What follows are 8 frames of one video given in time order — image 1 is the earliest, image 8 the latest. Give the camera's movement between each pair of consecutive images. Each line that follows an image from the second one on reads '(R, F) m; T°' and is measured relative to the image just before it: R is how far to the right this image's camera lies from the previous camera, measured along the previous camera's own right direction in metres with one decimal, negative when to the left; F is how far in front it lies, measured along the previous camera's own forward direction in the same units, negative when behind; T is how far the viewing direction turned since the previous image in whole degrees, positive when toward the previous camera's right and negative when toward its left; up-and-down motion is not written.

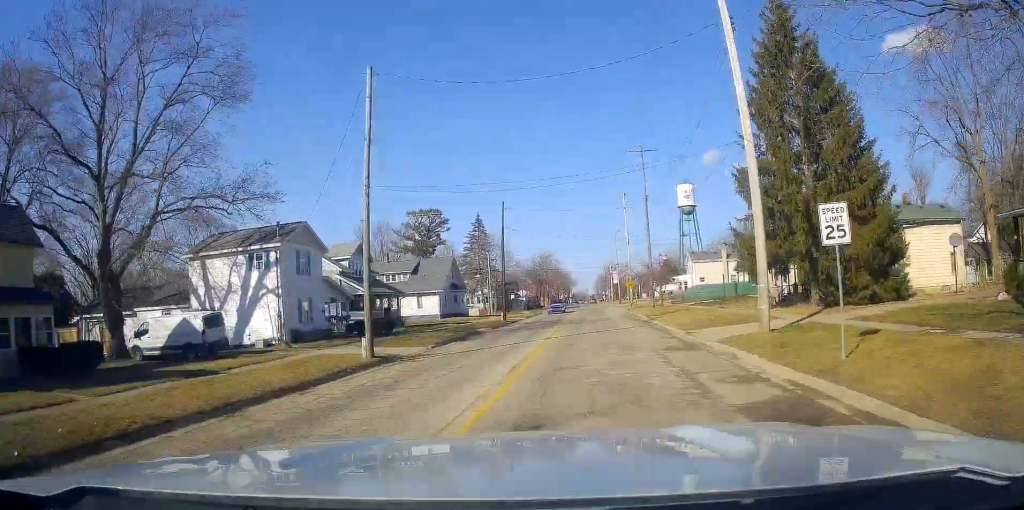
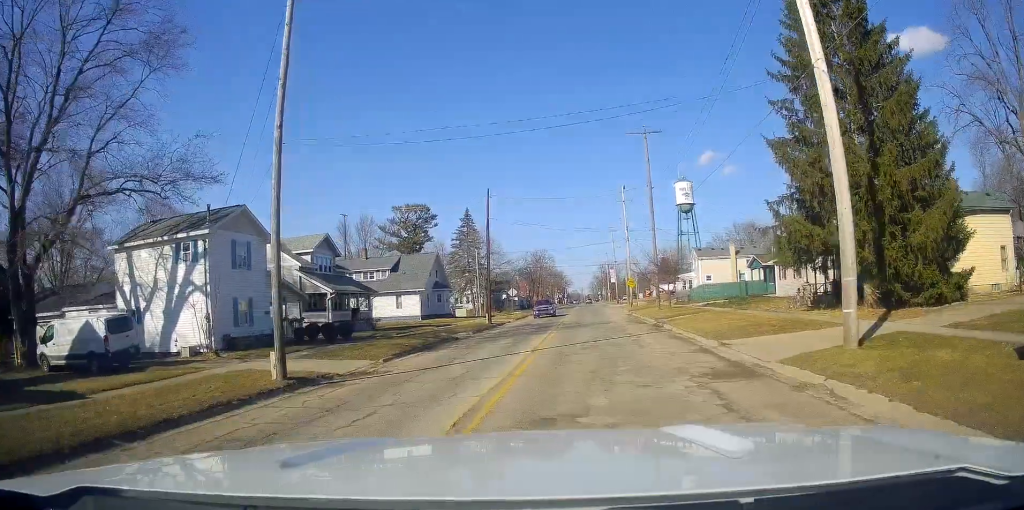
(+0.1, +6.7) m; +2°
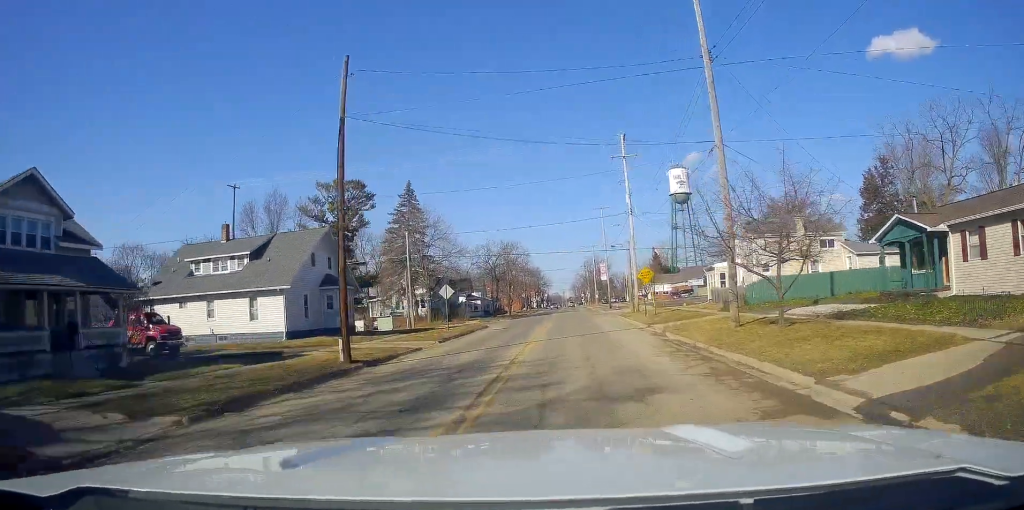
(+1.4, +27.4) m; +3°
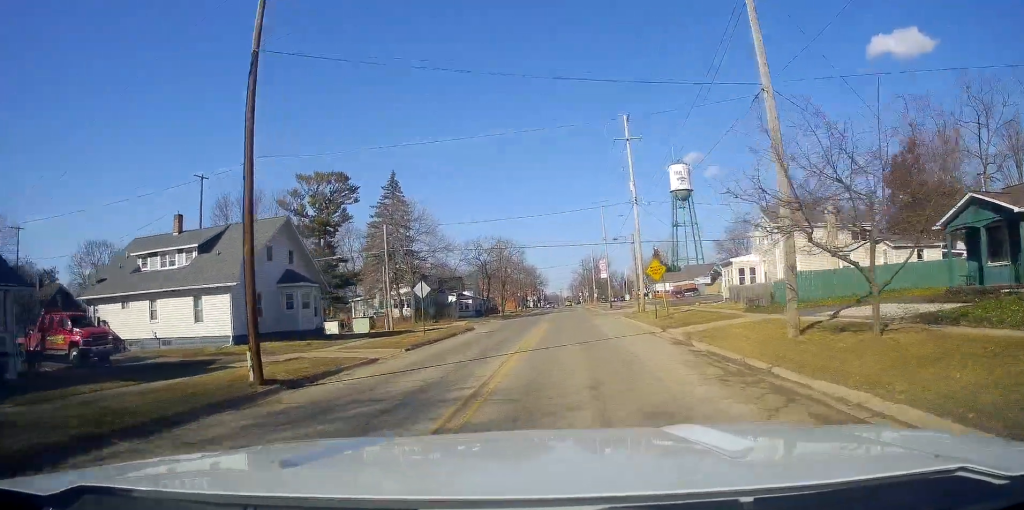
(+0.1, +6.0) m; 0°
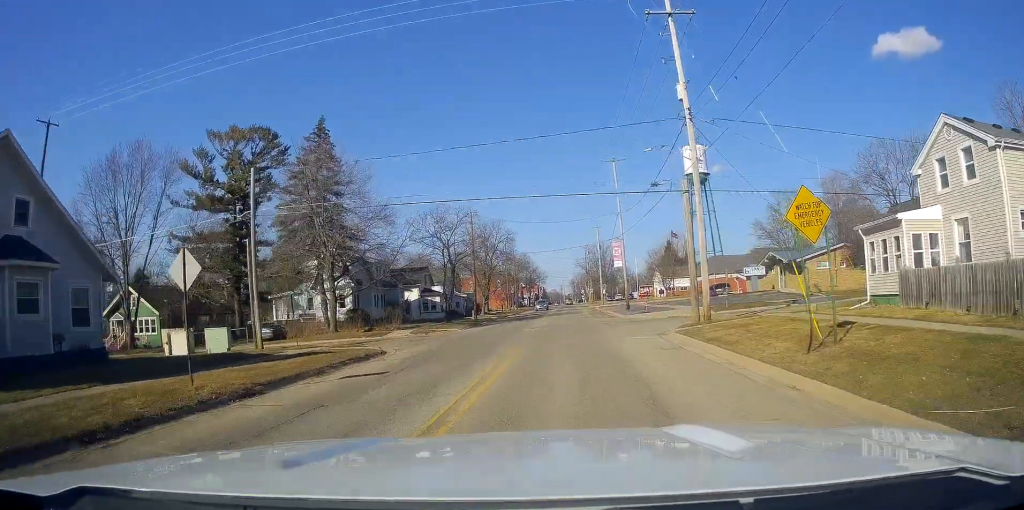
(-0.7, +22.2) m; 0°
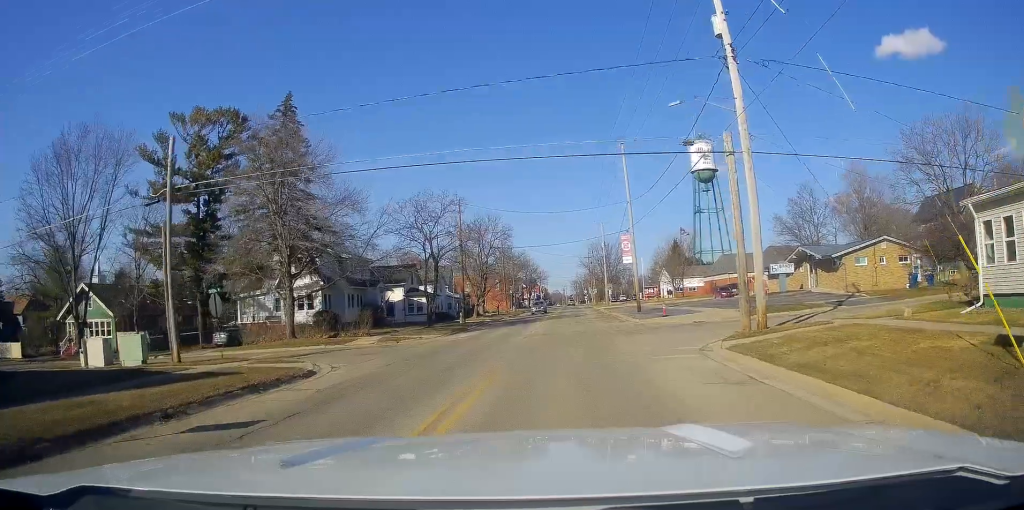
(+0.2, +7.1) m; +1°
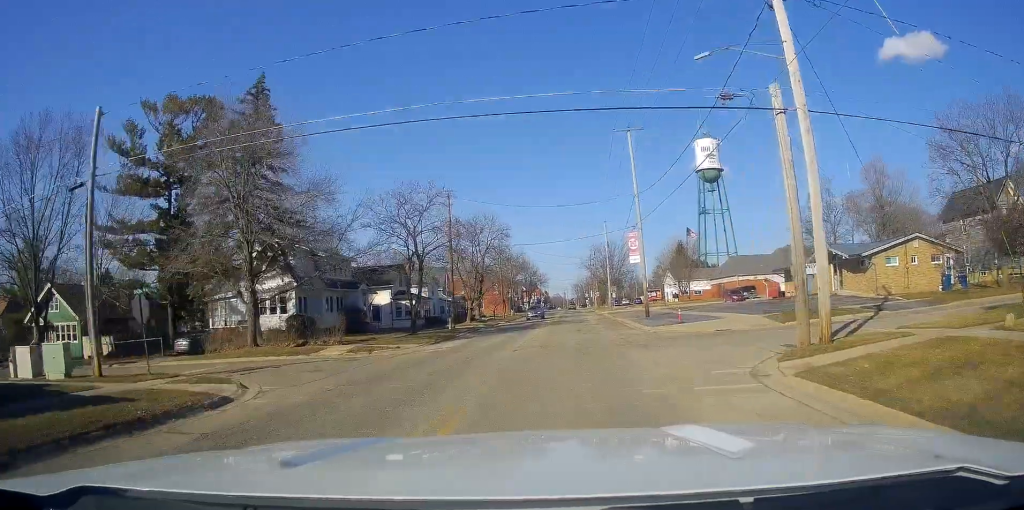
(+0.1, +4.8) m; +1°
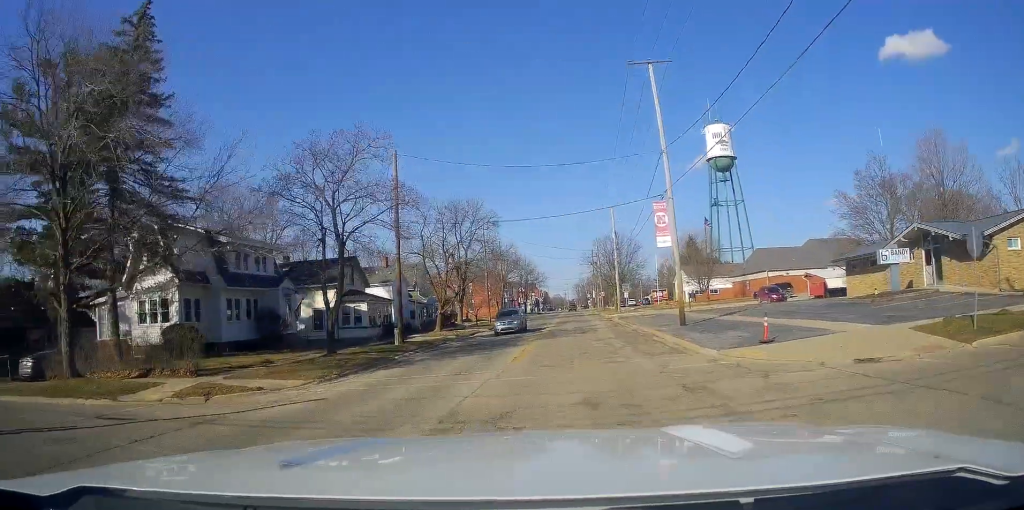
(+0.1, +13.5) m; -1°
